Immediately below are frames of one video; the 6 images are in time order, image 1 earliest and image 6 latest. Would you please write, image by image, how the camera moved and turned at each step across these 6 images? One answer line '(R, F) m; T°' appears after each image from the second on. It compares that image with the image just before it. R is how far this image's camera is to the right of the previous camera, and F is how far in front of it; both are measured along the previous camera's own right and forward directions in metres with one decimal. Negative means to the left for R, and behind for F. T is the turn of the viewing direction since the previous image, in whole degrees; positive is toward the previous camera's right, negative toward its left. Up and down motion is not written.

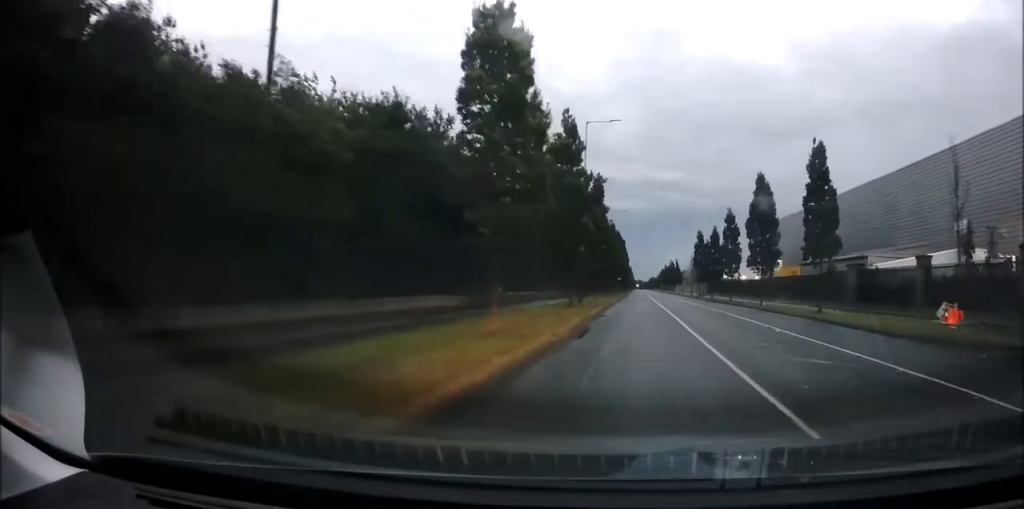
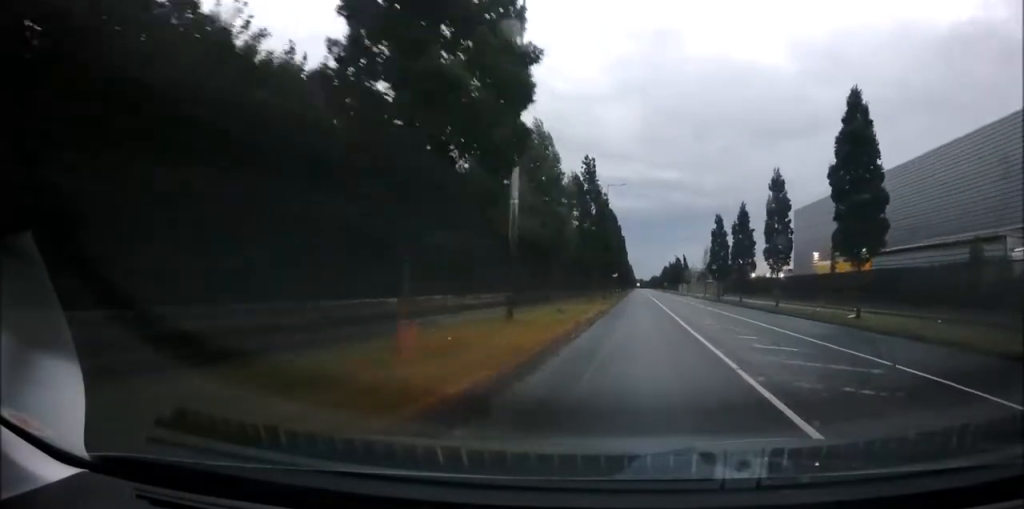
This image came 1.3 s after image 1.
(0.0, +20.3) m; -1°
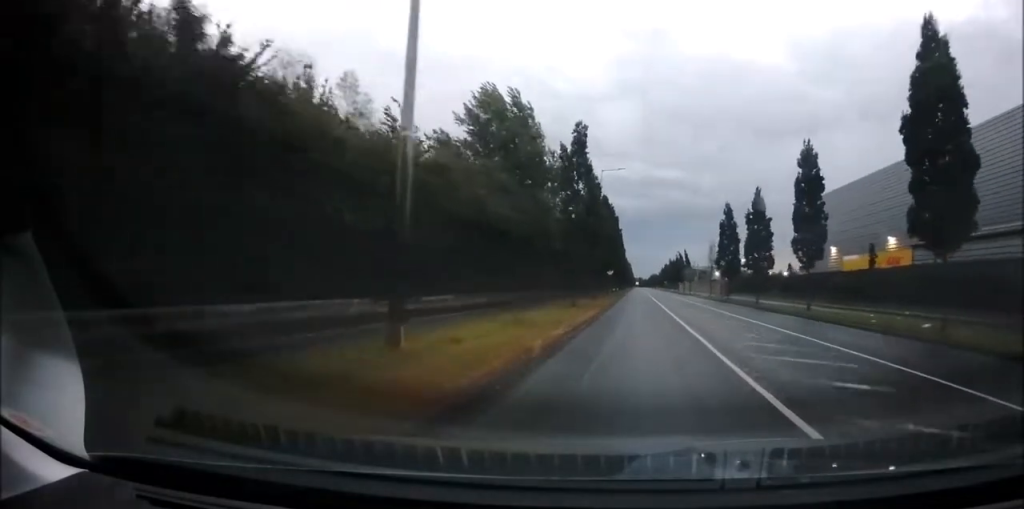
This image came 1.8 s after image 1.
(-0.2, +7.9) m; 0°
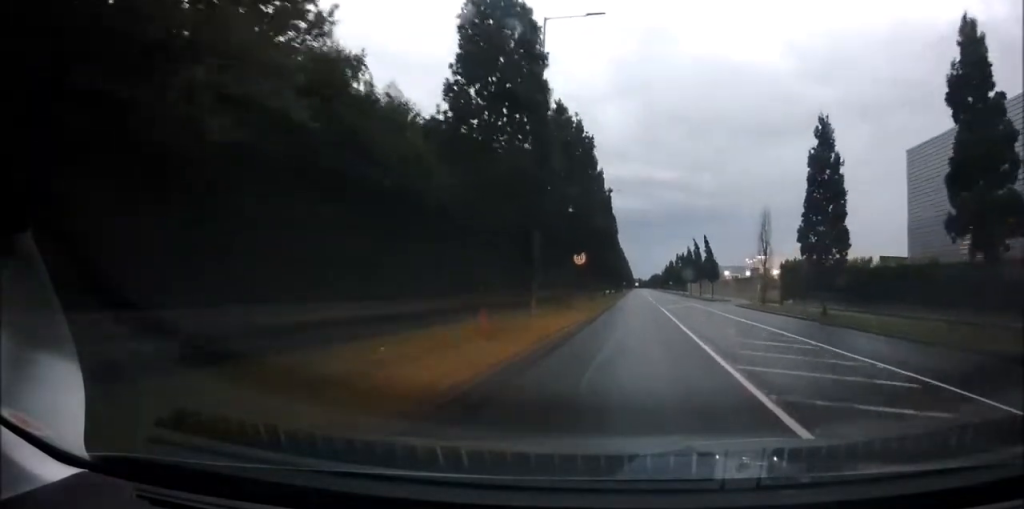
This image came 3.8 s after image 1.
(+0.3, +32.6) m; 0°
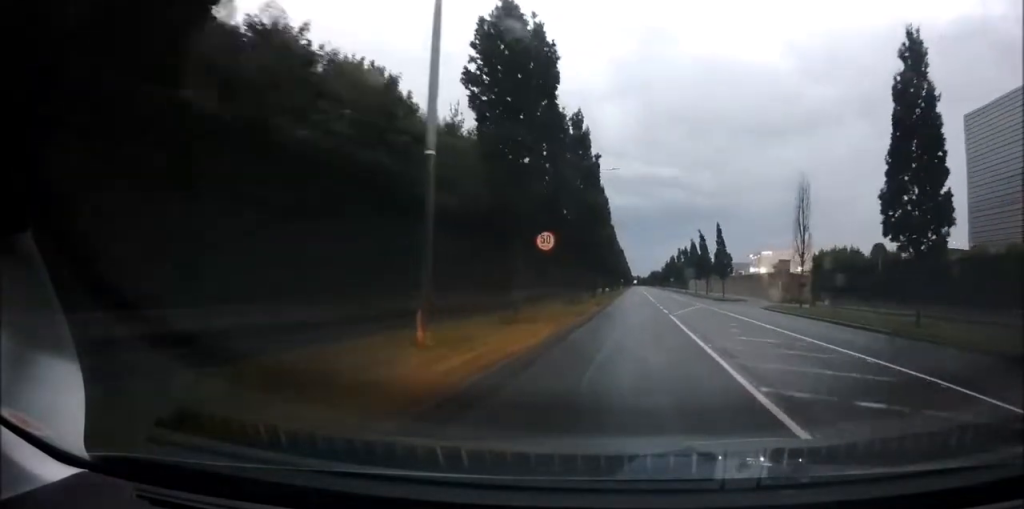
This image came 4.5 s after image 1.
(-0.1, +10.9) m; 0°
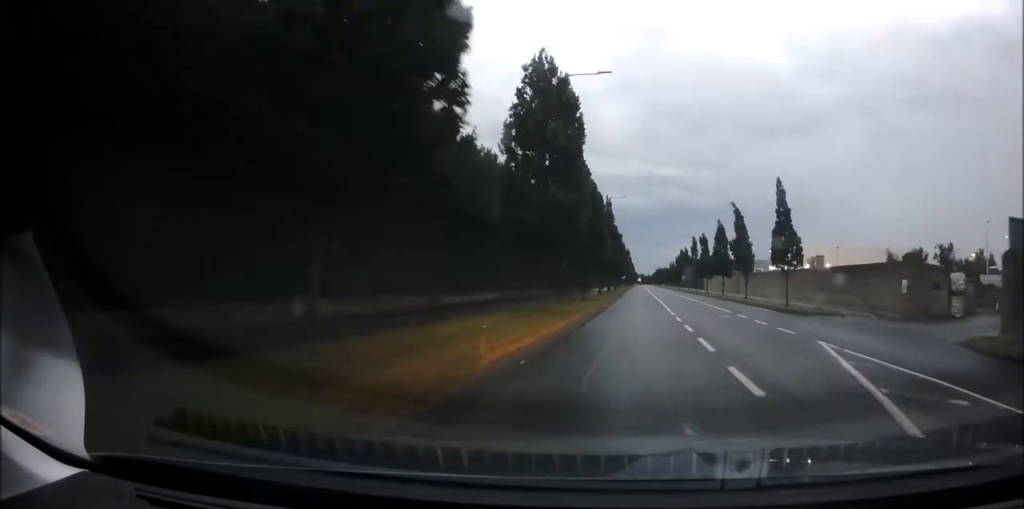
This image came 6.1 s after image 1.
(+0.3, +25.6) m; 0°
